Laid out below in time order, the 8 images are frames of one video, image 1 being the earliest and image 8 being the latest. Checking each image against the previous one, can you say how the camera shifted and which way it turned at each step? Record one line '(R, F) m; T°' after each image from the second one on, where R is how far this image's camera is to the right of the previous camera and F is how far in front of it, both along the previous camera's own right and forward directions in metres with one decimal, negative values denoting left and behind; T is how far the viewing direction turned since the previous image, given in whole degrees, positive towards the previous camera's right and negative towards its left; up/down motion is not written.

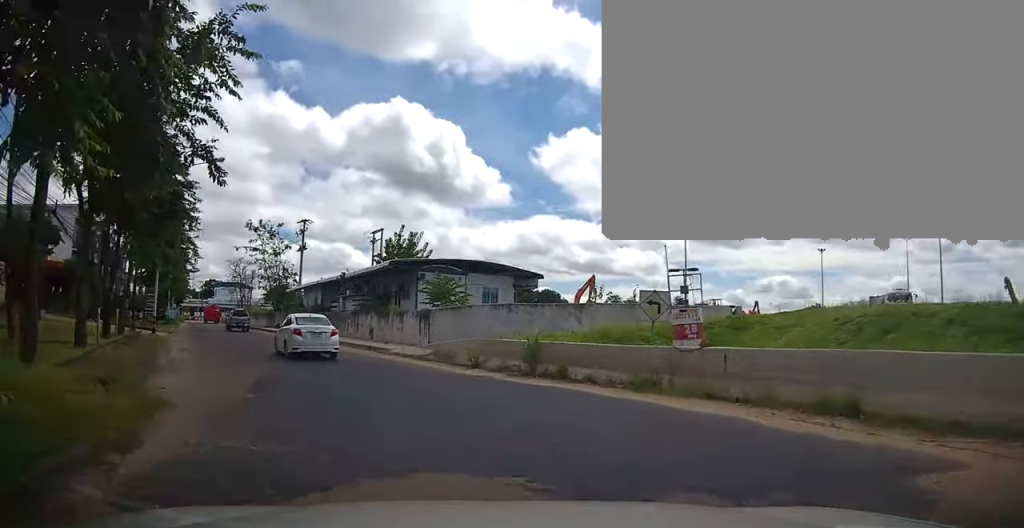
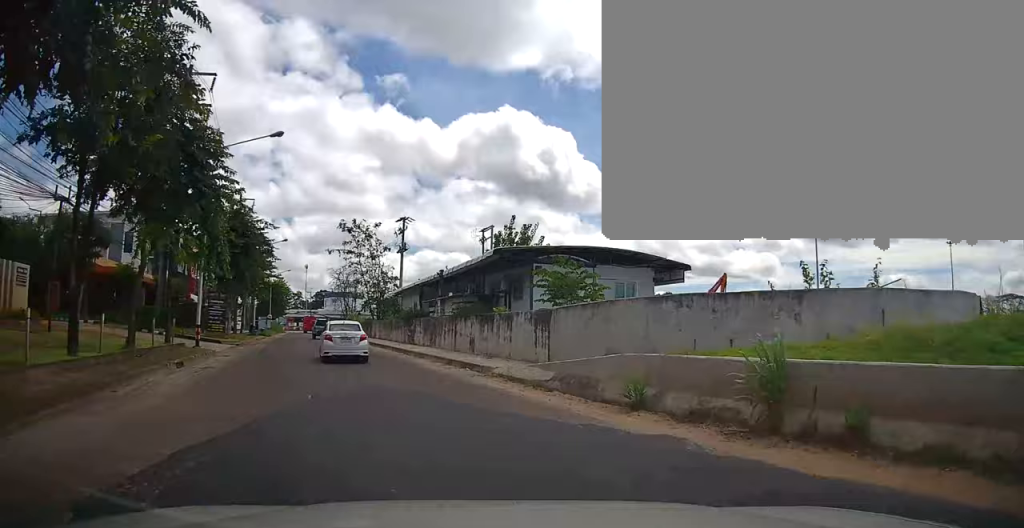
(-0.8, +6.5) m; -13°
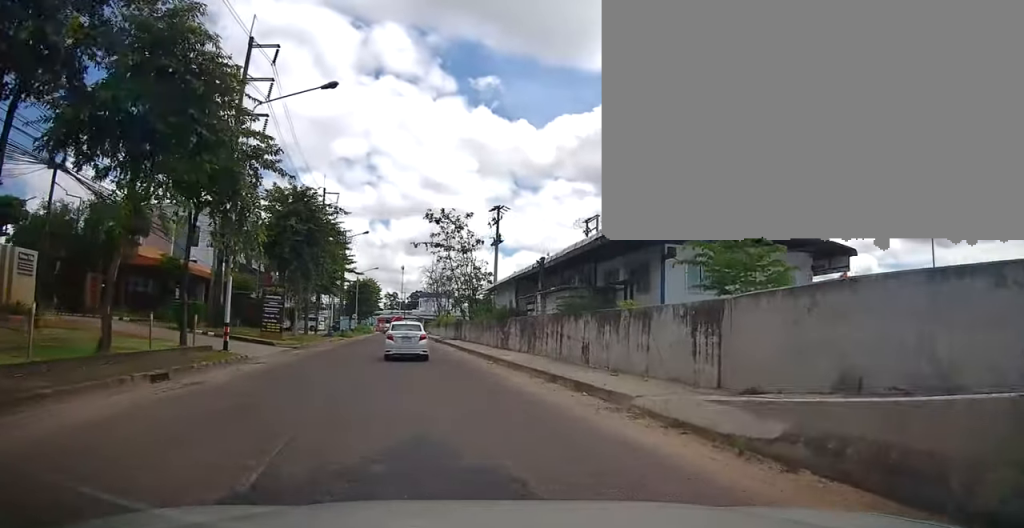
(-0.4, +5.3) m; -10°
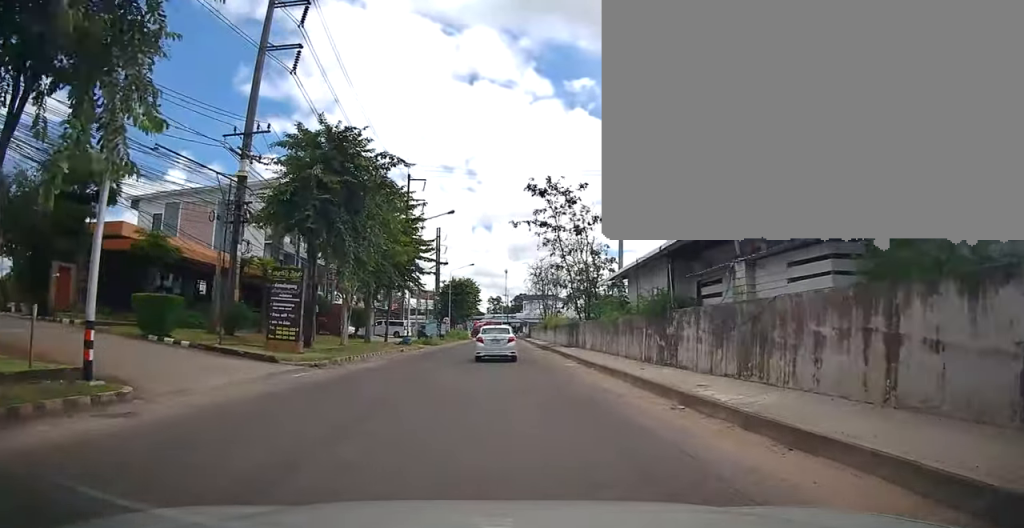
(-1.5, +10.7) m; -11°
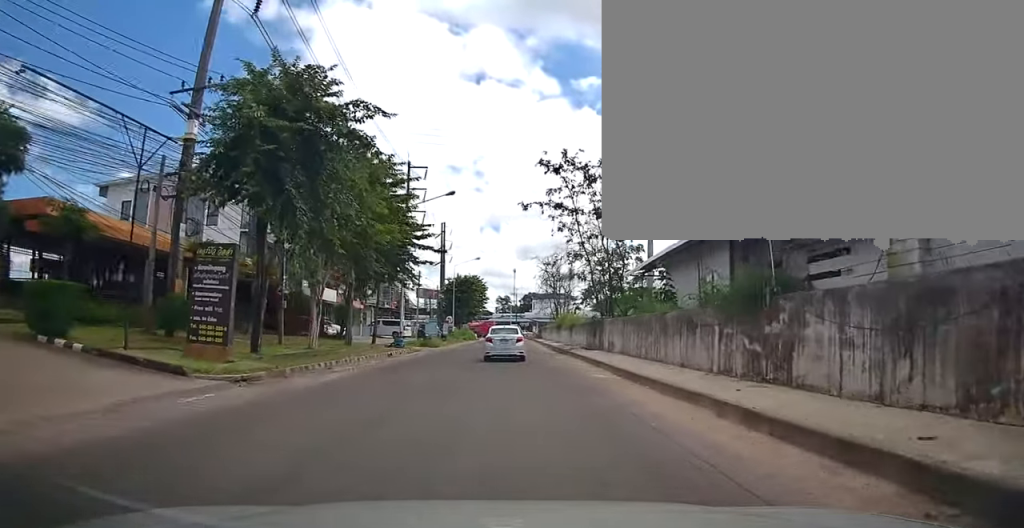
(-0.1, +5.3) m; -2°
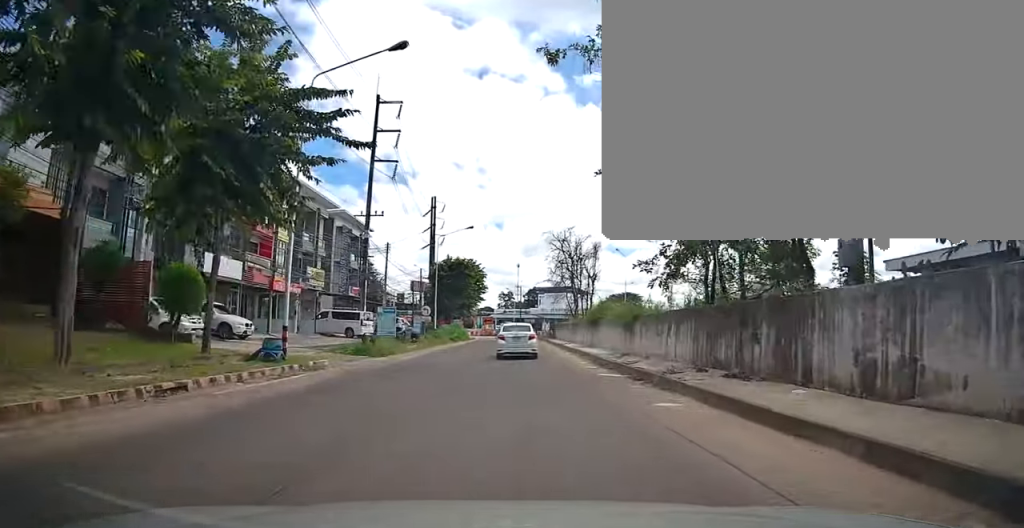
(-0.8, +18.1) m; -4°
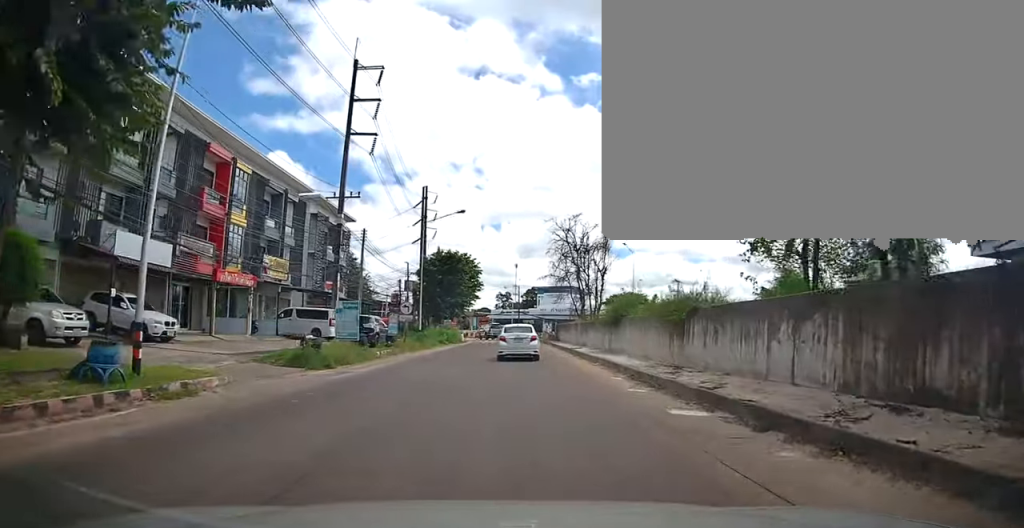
(+0.1, +6.8) m; +1°
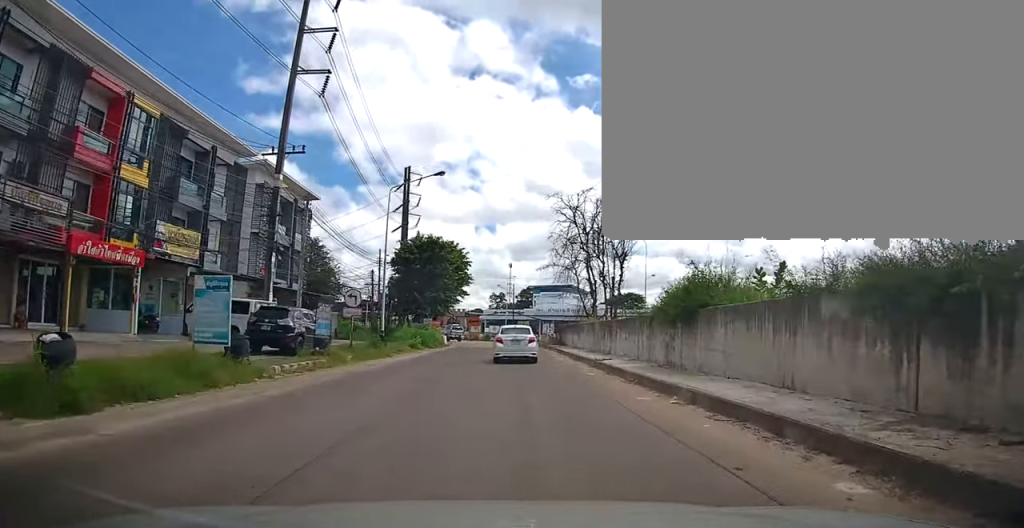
(+0.2, +10.2) m; +3°
